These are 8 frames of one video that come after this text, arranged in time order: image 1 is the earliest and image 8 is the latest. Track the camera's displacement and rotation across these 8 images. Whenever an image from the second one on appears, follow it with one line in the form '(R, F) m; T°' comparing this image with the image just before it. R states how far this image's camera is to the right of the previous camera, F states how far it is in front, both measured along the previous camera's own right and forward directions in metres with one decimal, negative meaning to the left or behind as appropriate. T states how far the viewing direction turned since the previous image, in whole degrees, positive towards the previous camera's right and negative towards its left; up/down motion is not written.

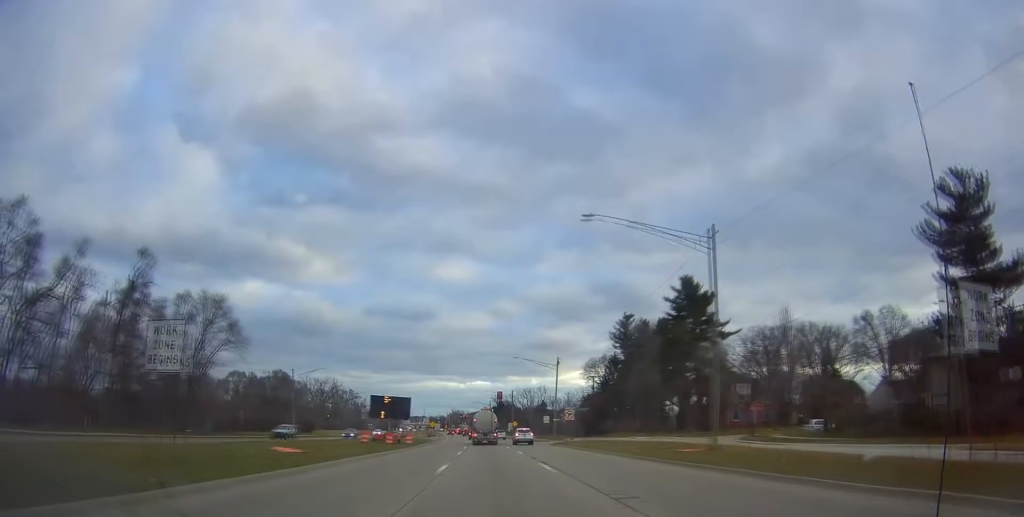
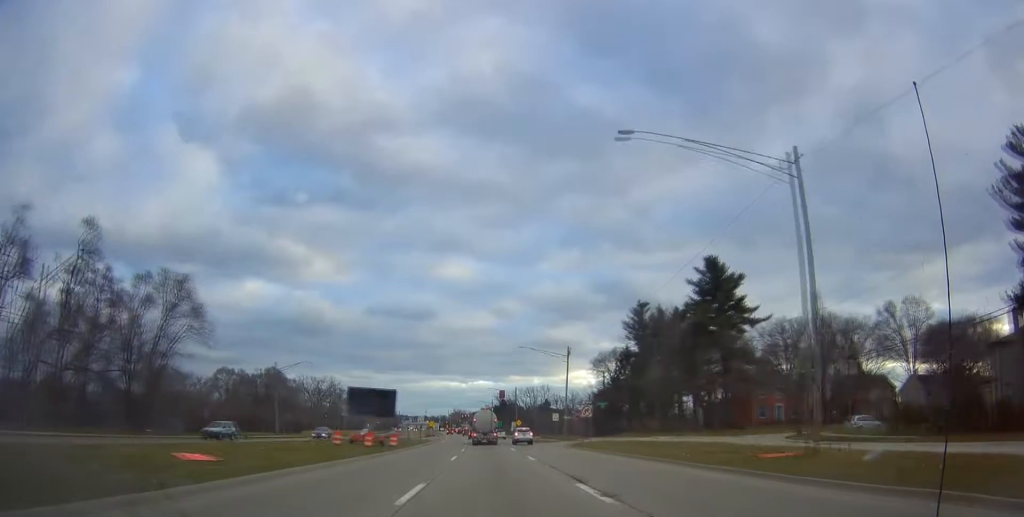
(+0.2, +8.7) m; 0°
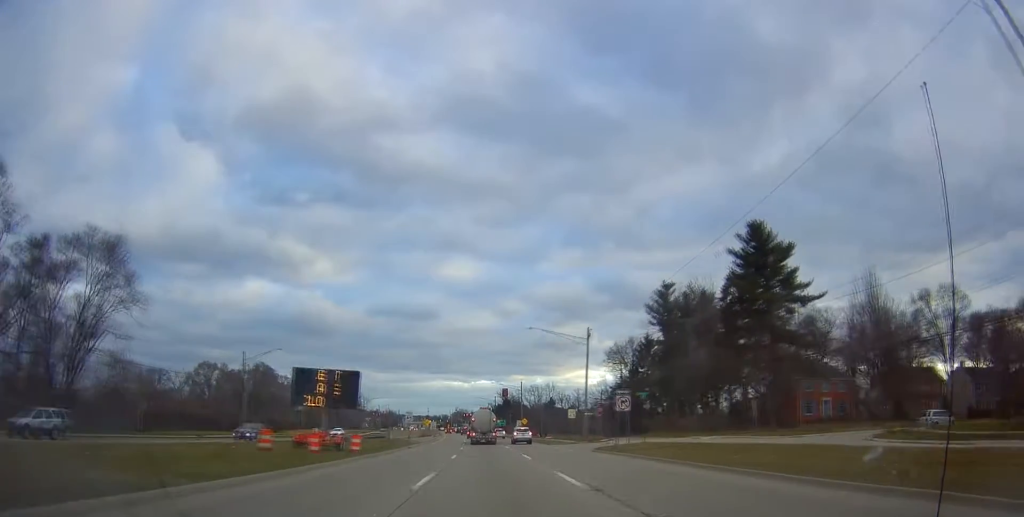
(-0.5, +12.4) m; -2°
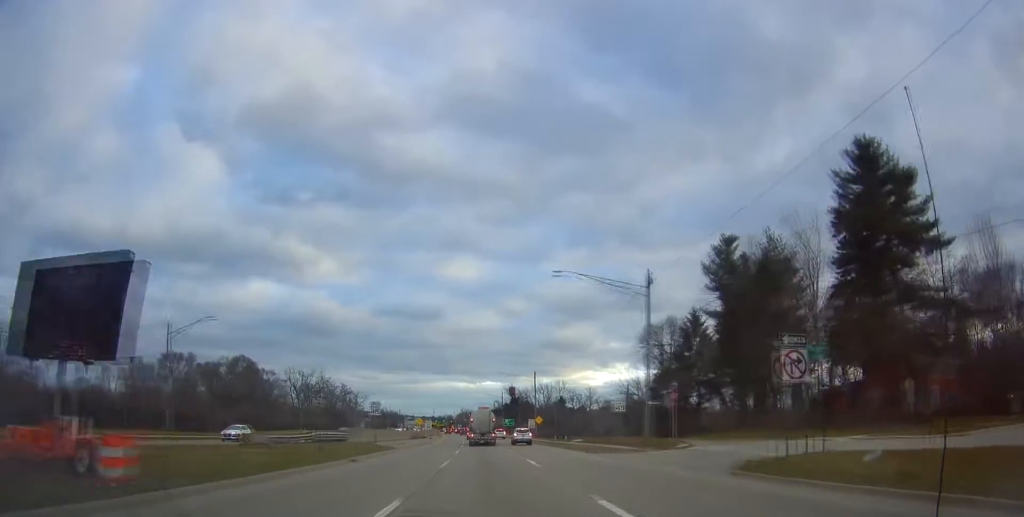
(-0.2, +20.2) m; +2°
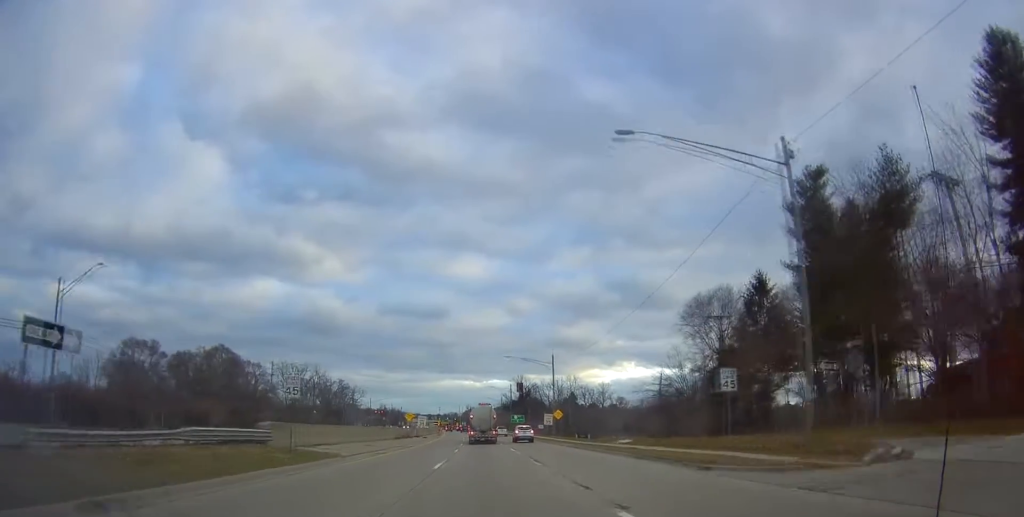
(+0.7, +18.2) m; 0°
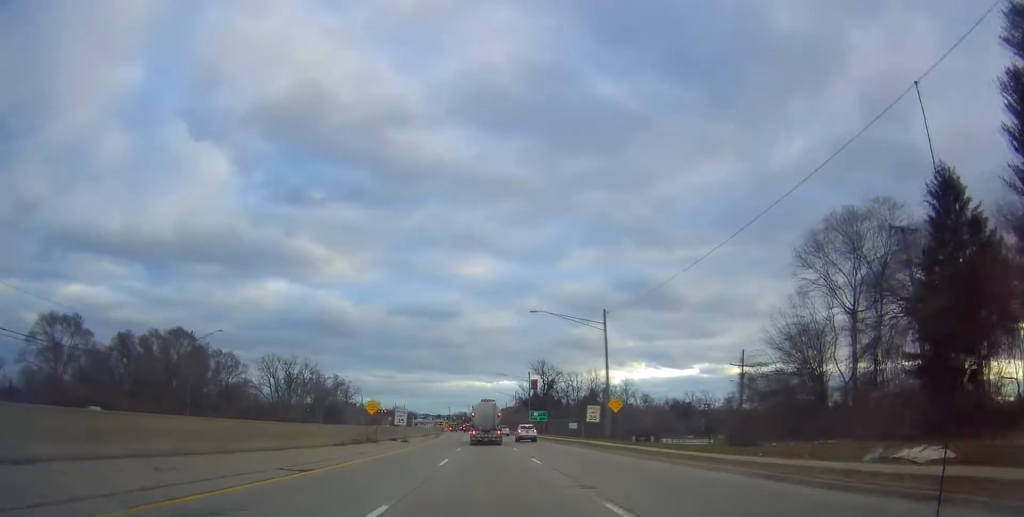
(-1.8, +28.0) m; -5°
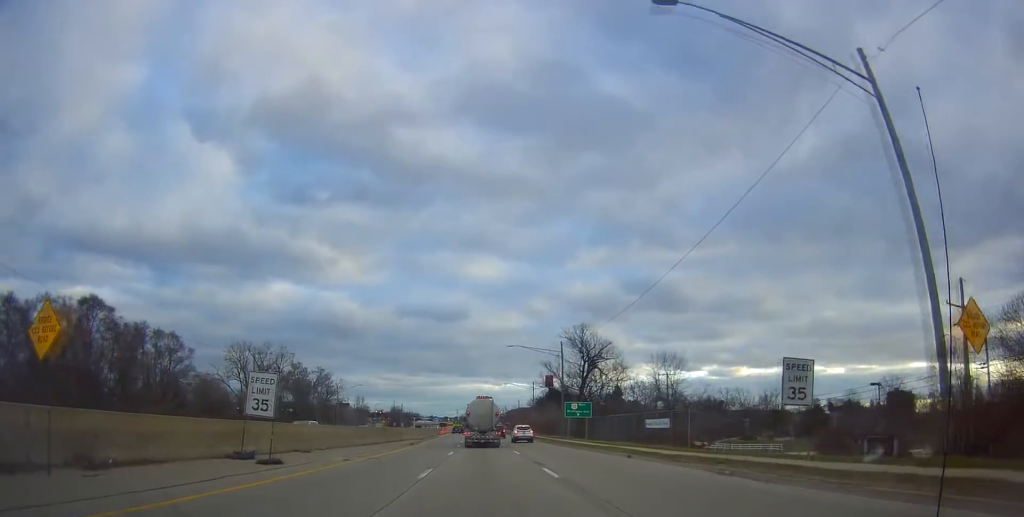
(+0.9, +36.7) m; +3°
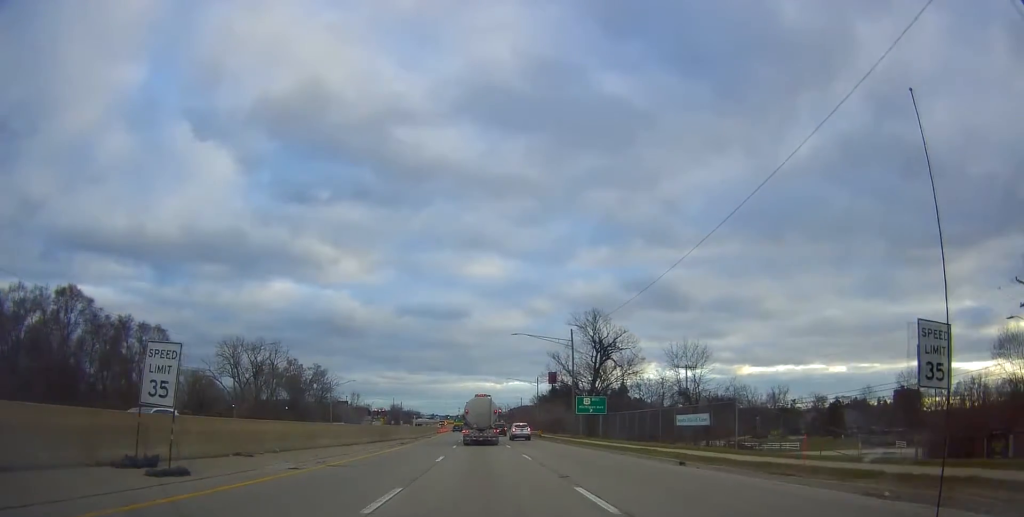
(0.0, +7.4) m; 0°
